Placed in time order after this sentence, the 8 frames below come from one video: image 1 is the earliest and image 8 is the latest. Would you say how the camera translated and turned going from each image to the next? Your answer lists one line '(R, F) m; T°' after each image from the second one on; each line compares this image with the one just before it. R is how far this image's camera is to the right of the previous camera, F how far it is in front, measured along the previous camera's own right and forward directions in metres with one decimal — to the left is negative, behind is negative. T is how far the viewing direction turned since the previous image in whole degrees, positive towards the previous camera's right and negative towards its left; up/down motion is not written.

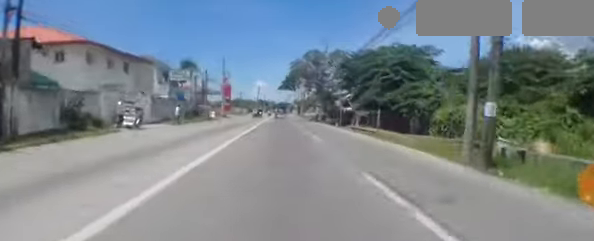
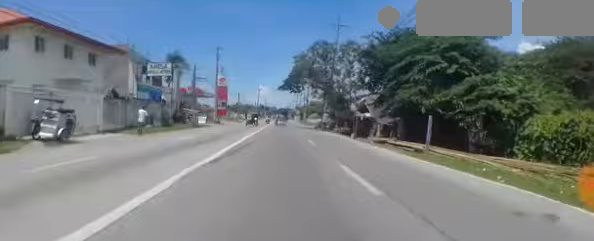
(+0.3, +7.2) m; -1°
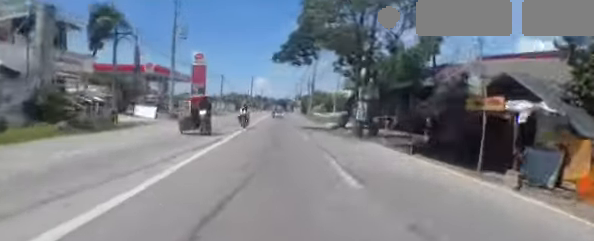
(-0.3, +16.7) m; -2°
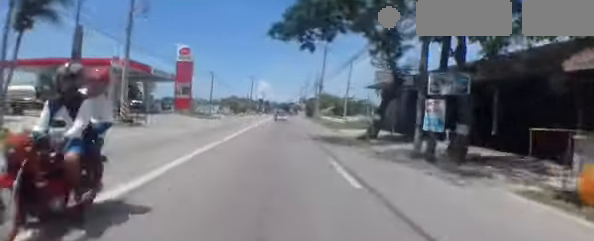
(-0.3, +9.4) m; -1°
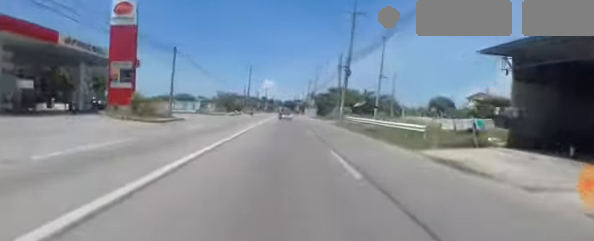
(+0.1, +17.6) m; 0°
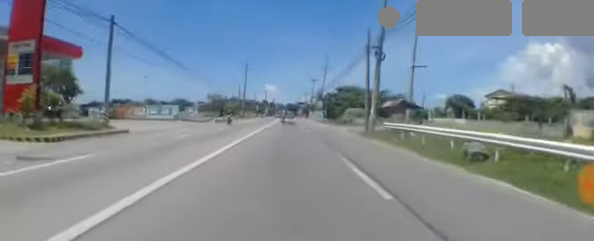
(-0.1, +9.5) m; 0°
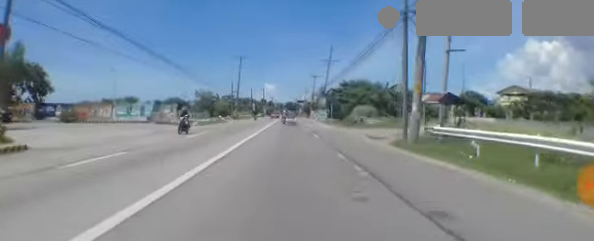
(+0.1, +7.6) m; +1°
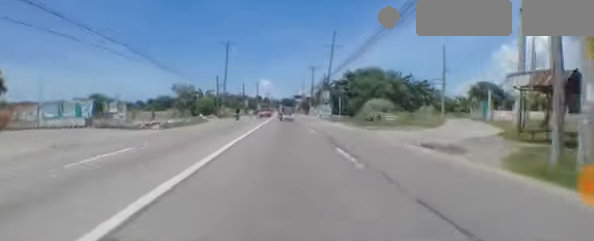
(+0.1, +8.2) m; 0°
